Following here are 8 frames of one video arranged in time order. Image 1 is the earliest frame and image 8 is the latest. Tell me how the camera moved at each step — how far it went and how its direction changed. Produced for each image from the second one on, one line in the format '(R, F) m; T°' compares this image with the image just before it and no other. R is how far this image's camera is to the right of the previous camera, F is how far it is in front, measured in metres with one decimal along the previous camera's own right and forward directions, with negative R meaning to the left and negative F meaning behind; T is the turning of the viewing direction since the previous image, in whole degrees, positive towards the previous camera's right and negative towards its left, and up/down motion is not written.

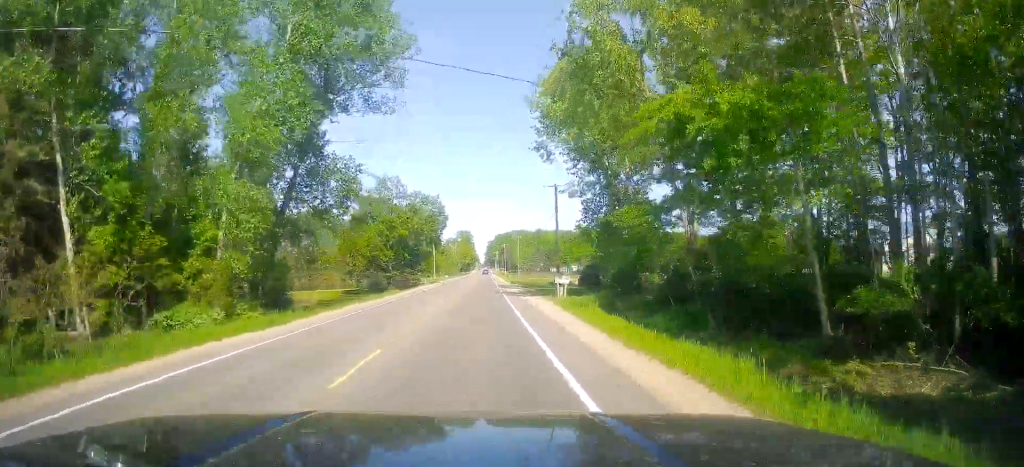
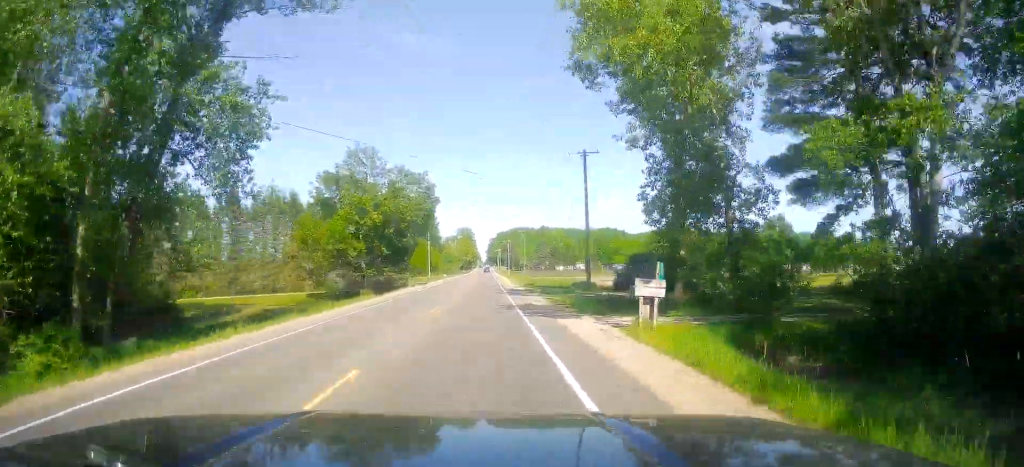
(0.0, +18.1) m; 0°
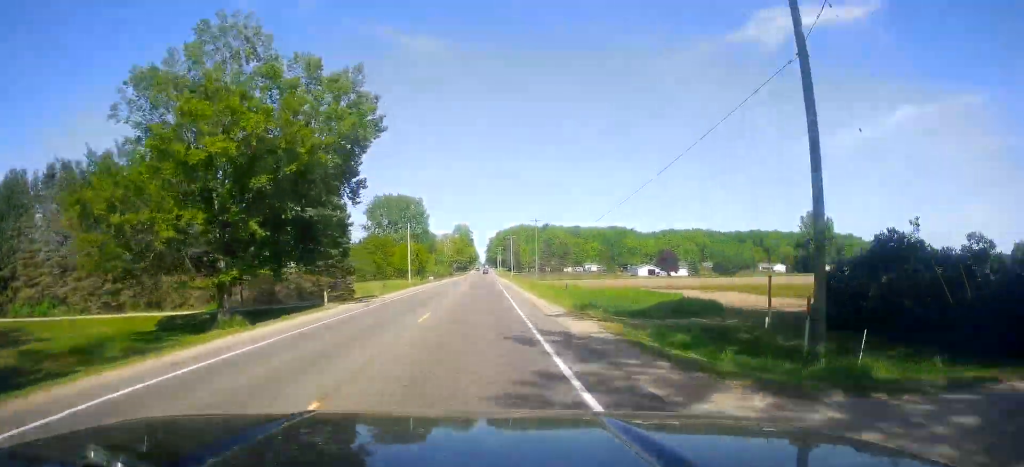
(+0.1, +33.3) m; +1°
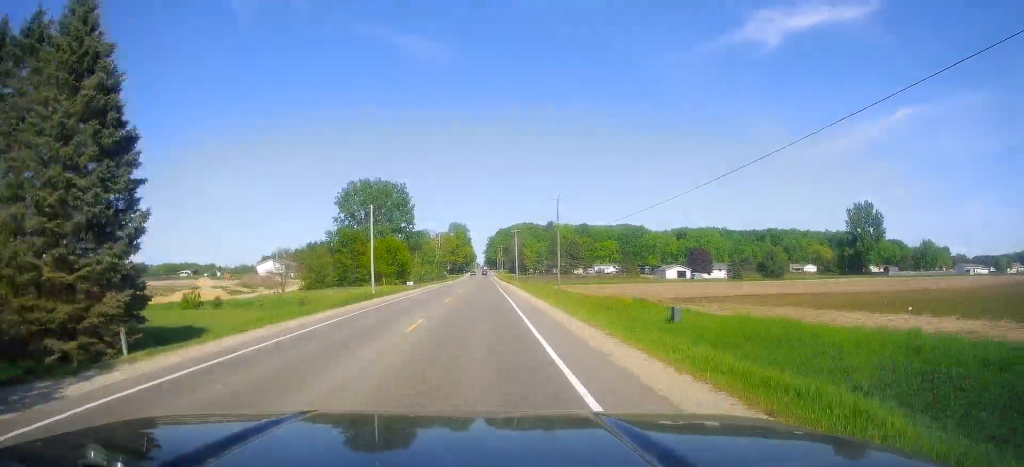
(+0.6, +32.3) m; +1°
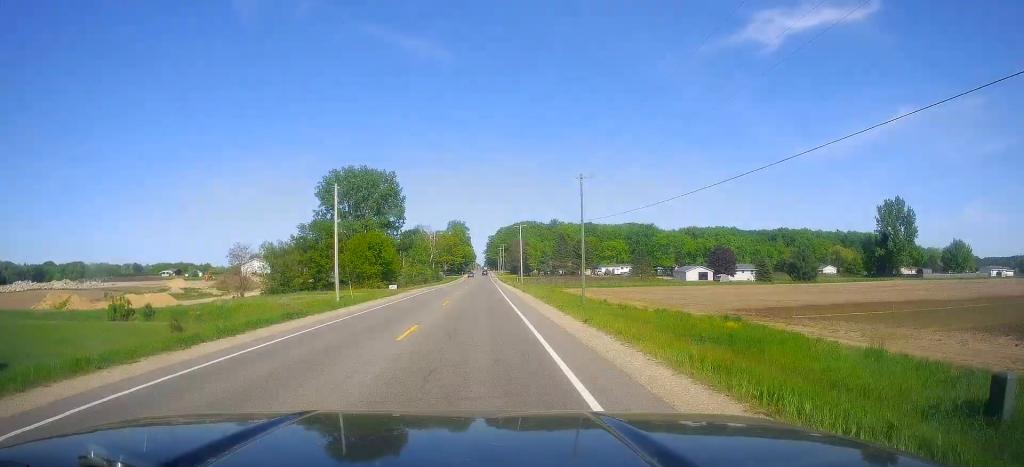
(+0.1, +17.1) m; -1°
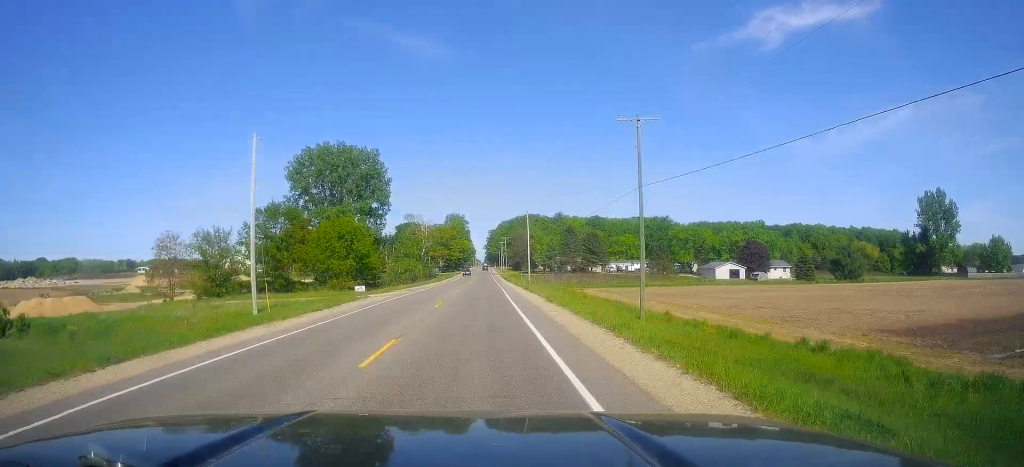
(-0.3, +19.8) m; 0°
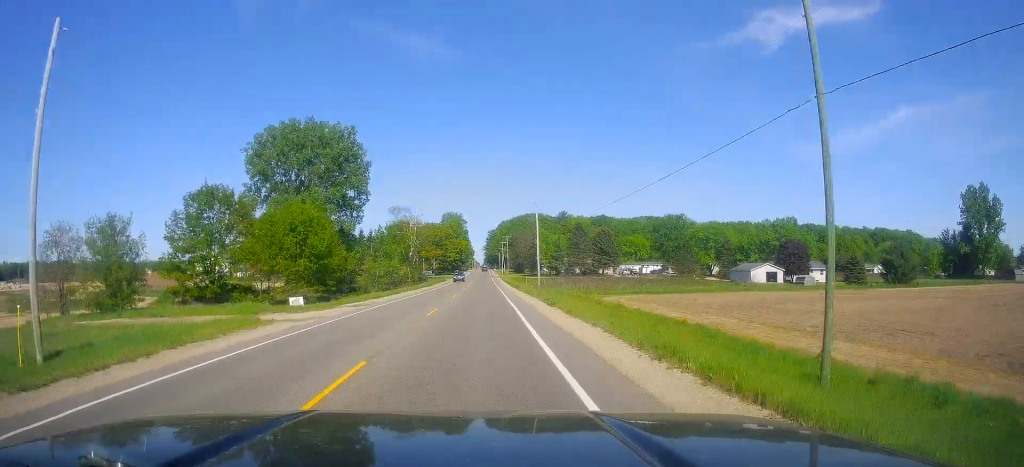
(-0.1, +19.0) m; 0°
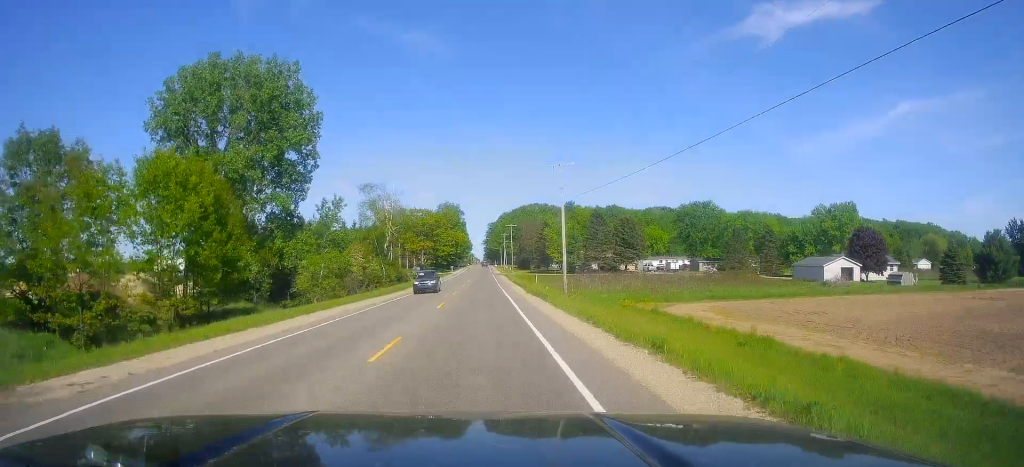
(+0.4, +27.2) m; +1°
